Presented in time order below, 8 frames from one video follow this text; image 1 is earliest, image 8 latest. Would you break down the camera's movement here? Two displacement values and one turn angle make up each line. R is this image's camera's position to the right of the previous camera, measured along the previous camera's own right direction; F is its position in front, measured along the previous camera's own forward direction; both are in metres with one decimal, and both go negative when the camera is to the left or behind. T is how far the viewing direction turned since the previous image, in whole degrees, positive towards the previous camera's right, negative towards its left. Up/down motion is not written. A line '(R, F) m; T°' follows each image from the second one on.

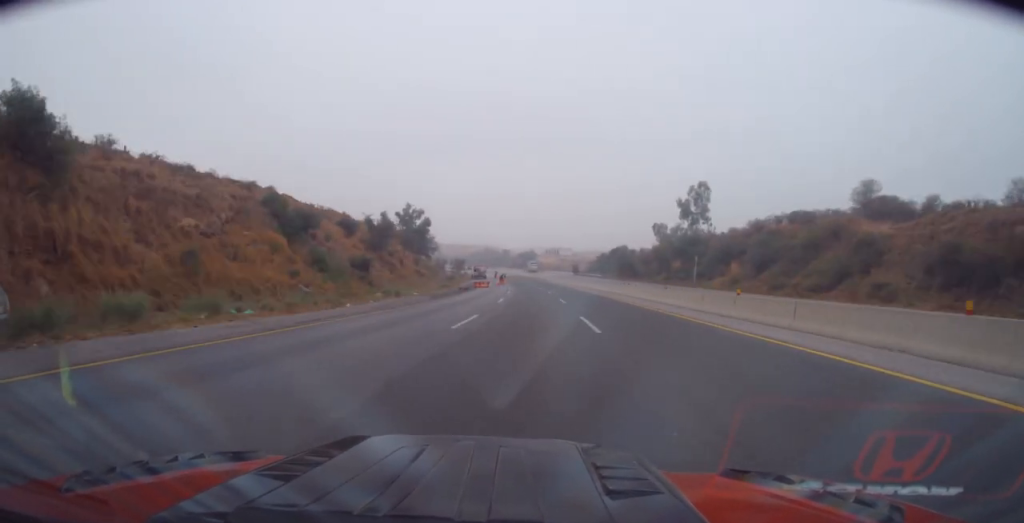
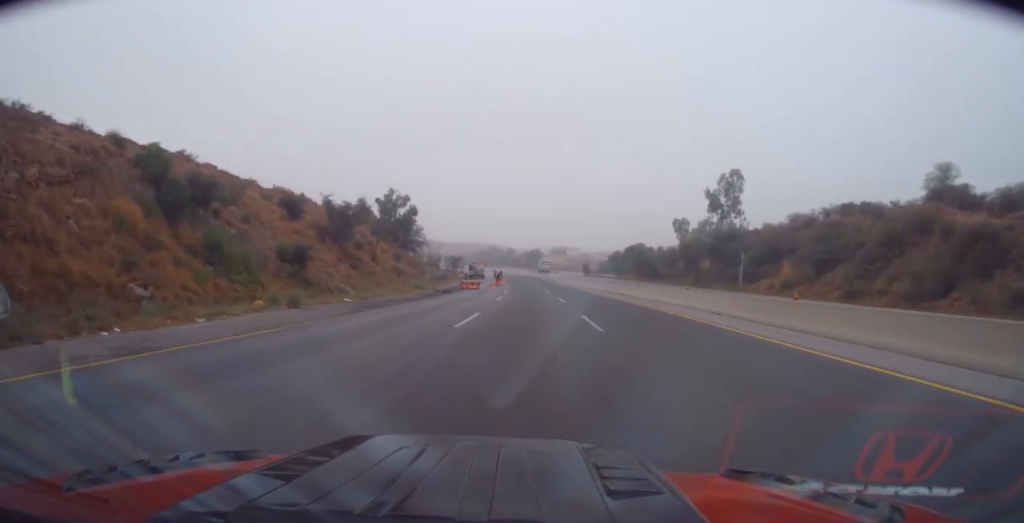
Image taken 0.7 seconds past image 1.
(0.0, +18.0) m; -1°
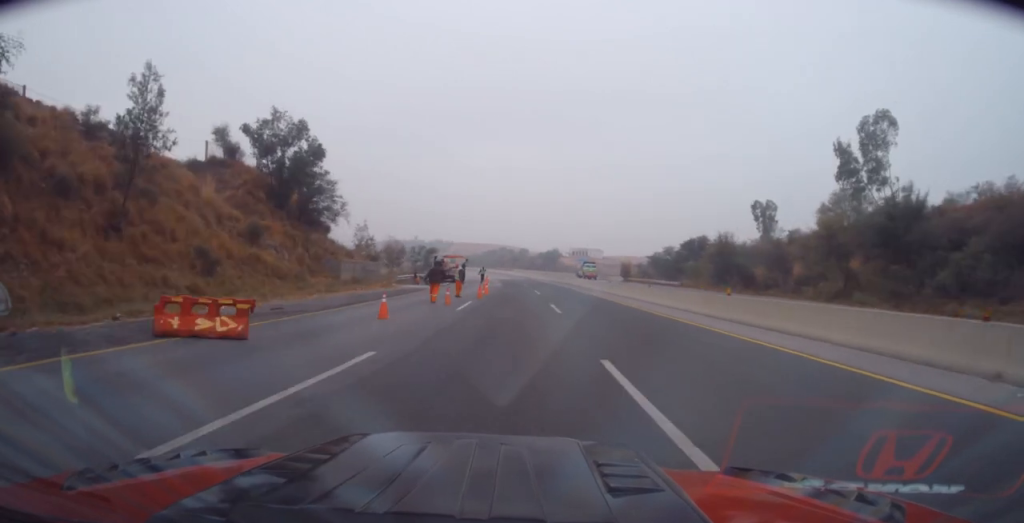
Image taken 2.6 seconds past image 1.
(-0.9, +48.0) m; -2°
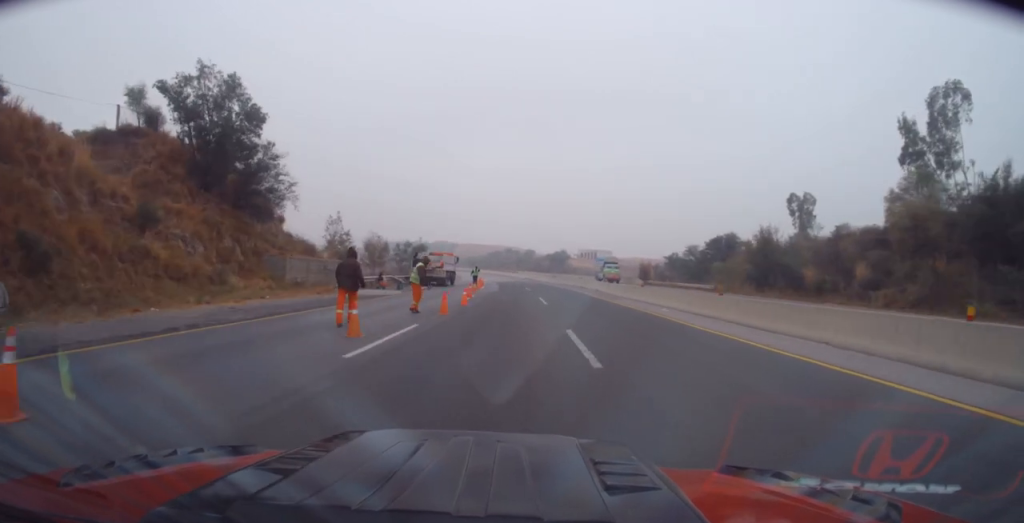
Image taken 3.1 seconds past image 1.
(-0.1, +12.8) m; -1°
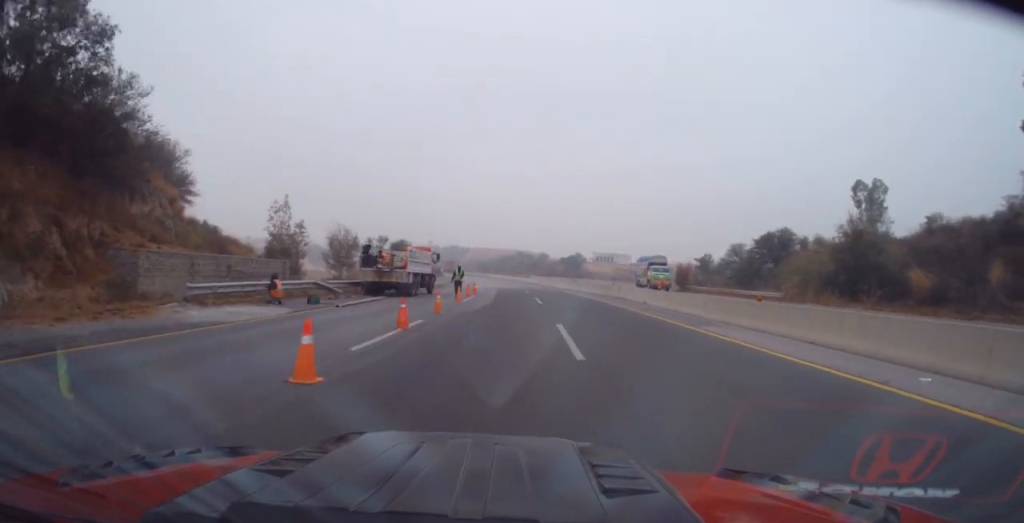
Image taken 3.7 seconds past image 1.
(-0.3, +17.0) m; -1°
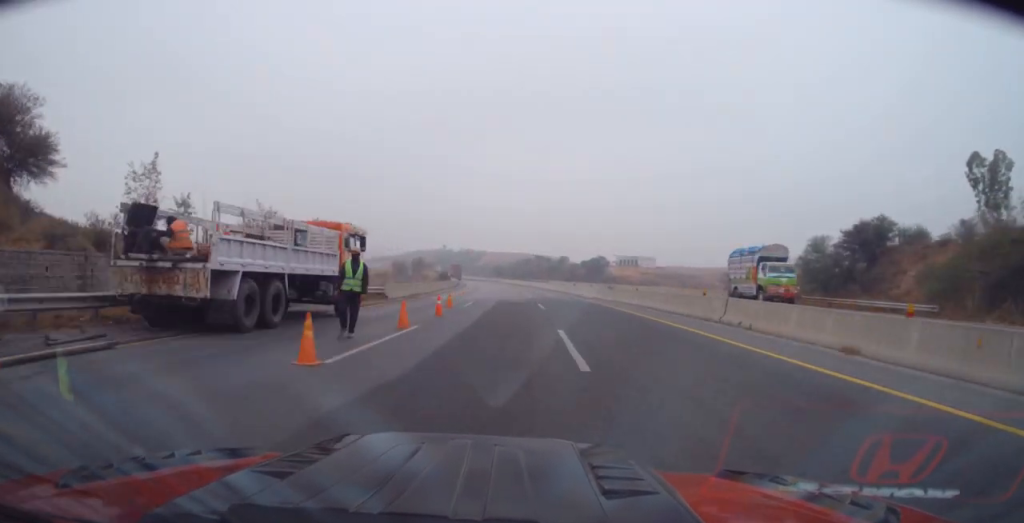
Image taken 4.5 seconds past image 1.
(0.0, +20.3) m; -1°
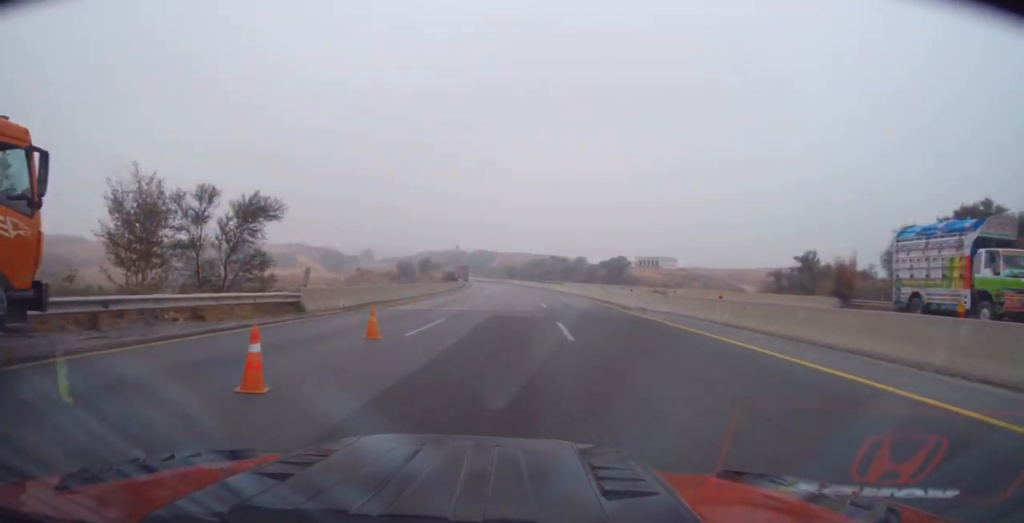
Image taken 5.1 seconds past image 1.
(-0.1, +14.3) m; -1°
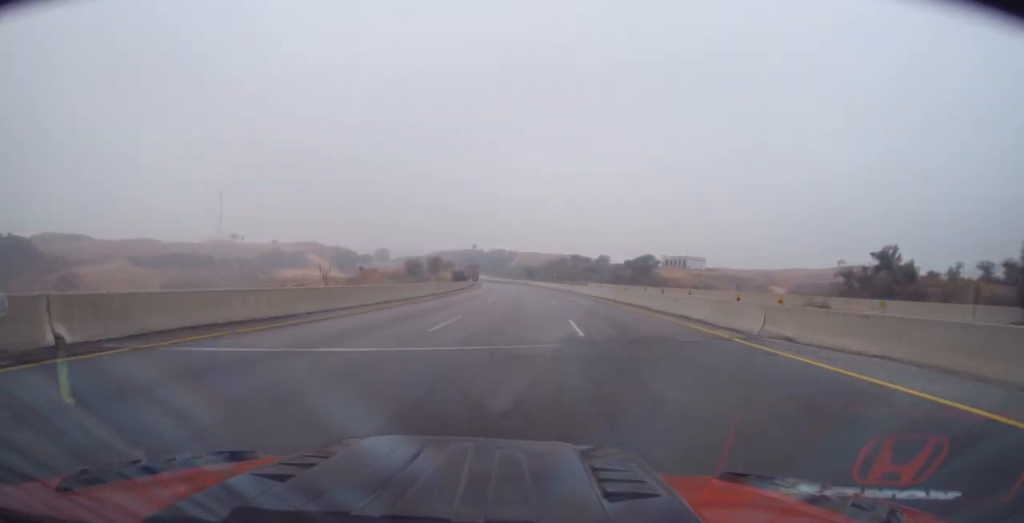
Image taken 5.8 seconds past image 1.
(+0.1, +16.8) m; -2°
